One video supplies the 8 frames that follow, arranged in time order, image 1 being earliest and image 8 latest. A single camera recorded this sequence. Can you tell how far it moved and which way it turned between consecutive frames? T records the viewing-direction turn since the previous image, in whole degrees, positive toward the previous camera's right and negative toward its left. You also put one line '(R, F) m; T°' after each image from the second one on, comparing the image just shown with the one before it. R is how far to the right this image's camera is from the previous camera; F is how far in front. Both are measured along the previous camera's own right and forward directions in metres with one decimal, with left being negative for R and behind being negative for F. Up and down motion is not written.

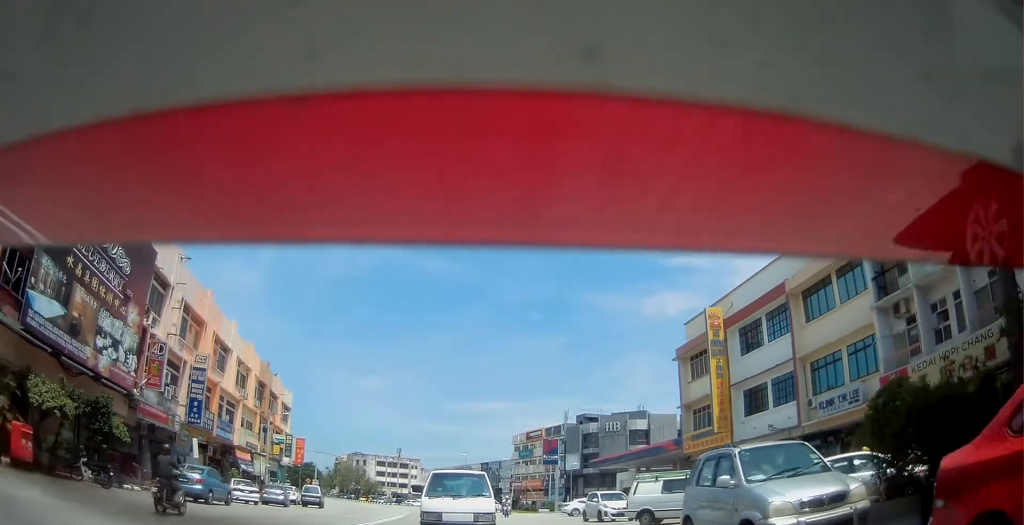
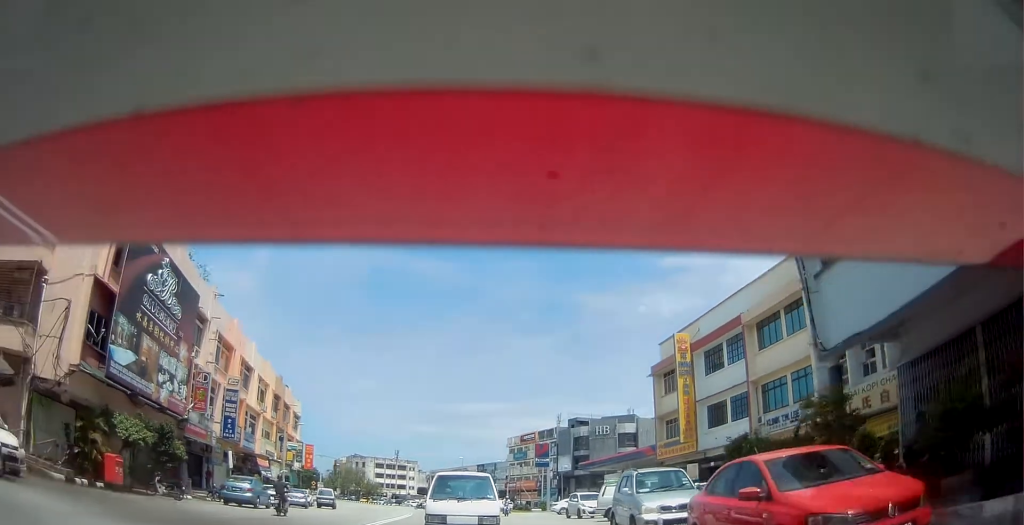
(0.0, +5.4) m; 0°
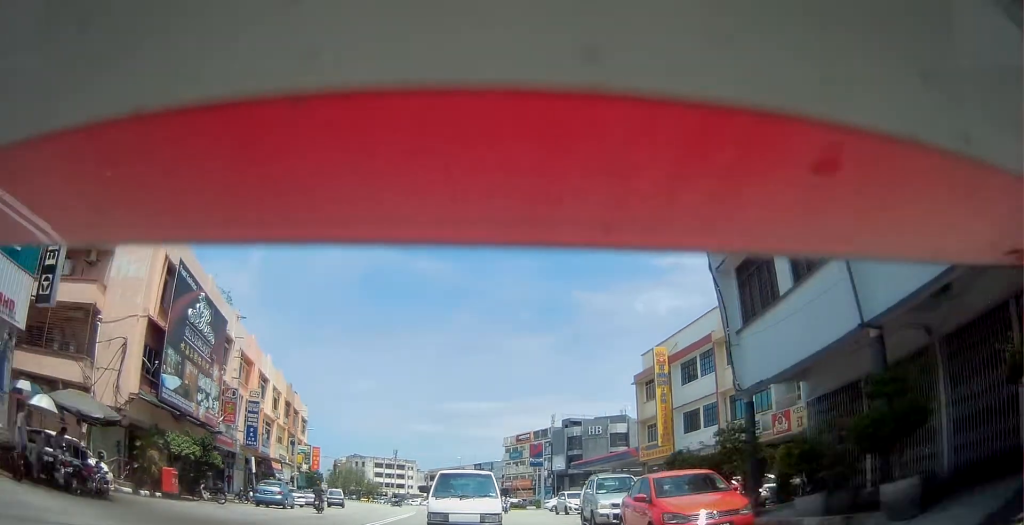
(0.0, +4.4) m; 0°
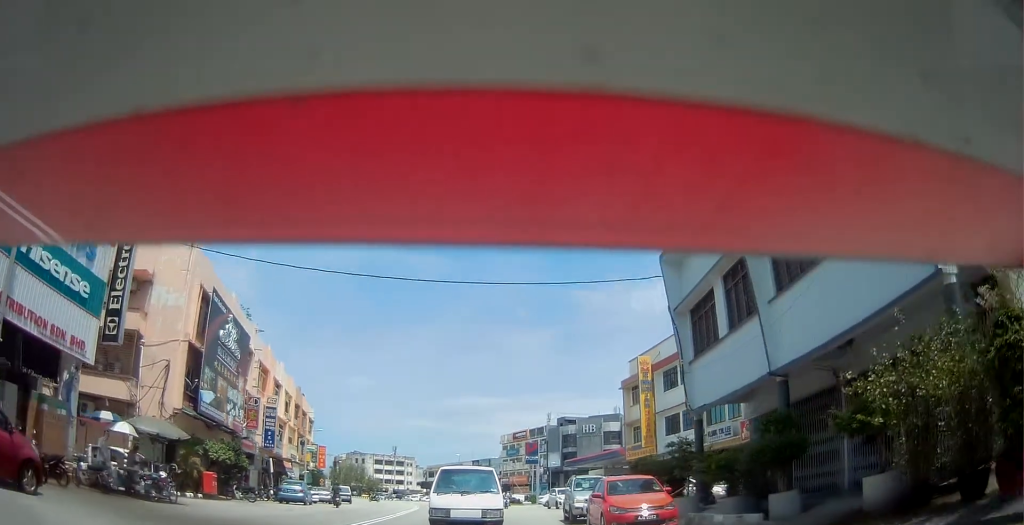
(0.0, +4.1) m; 0°
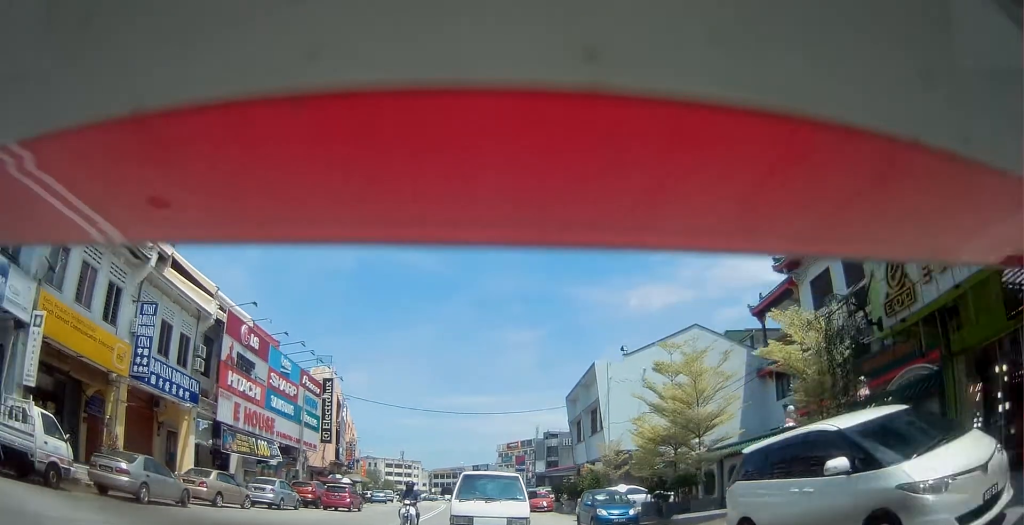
(+0.5, +28.8) m; +2°
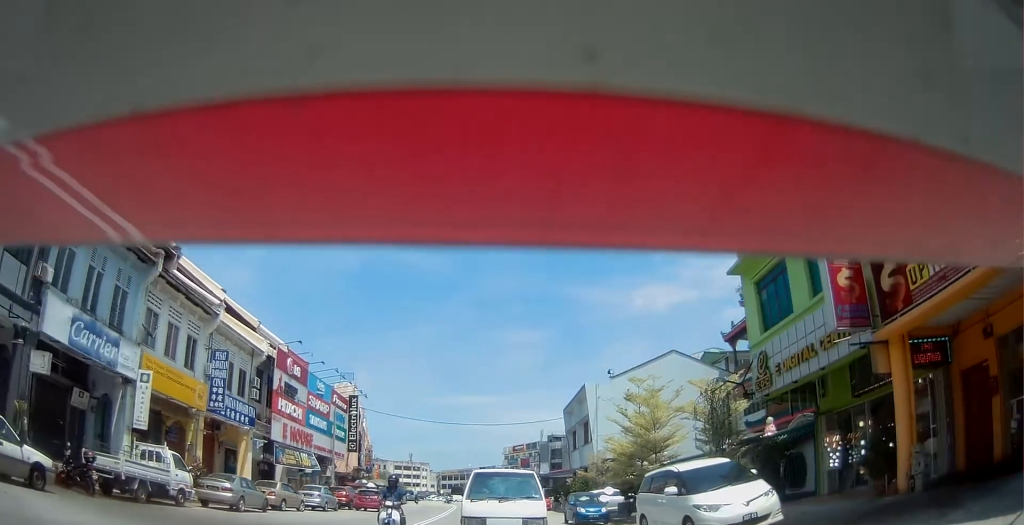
(+0.1, +6.5) m; -2°
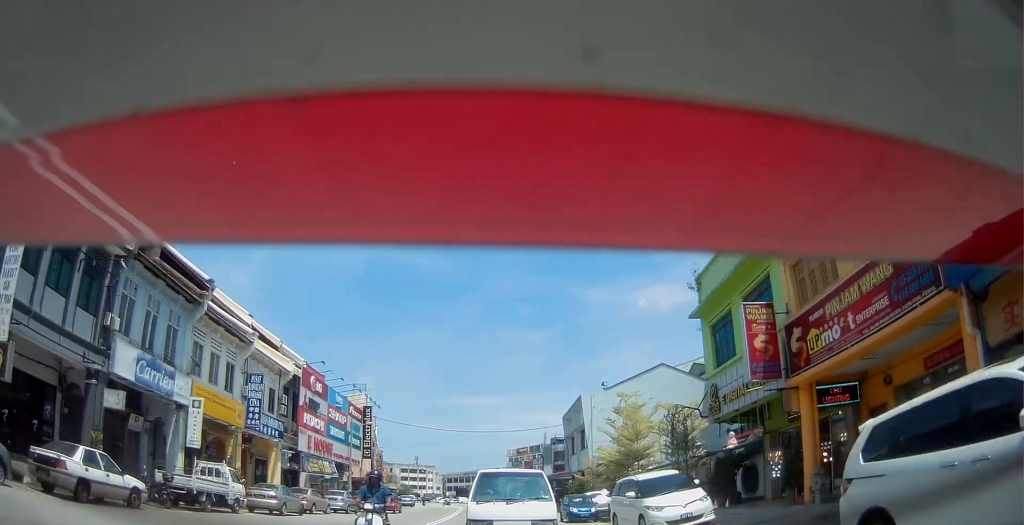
(+0.2, +4.2) m; -4°
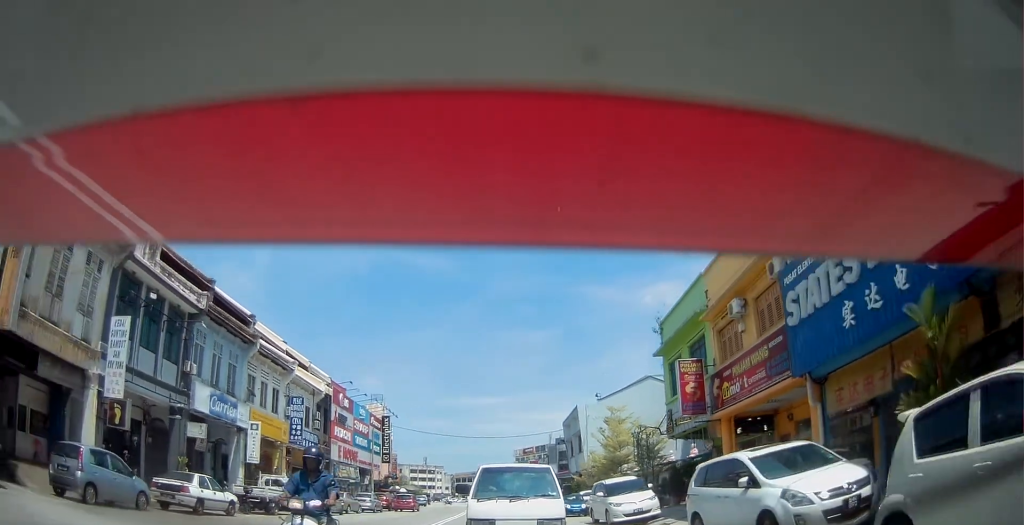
(-0.7, +6.0) m; 0°
